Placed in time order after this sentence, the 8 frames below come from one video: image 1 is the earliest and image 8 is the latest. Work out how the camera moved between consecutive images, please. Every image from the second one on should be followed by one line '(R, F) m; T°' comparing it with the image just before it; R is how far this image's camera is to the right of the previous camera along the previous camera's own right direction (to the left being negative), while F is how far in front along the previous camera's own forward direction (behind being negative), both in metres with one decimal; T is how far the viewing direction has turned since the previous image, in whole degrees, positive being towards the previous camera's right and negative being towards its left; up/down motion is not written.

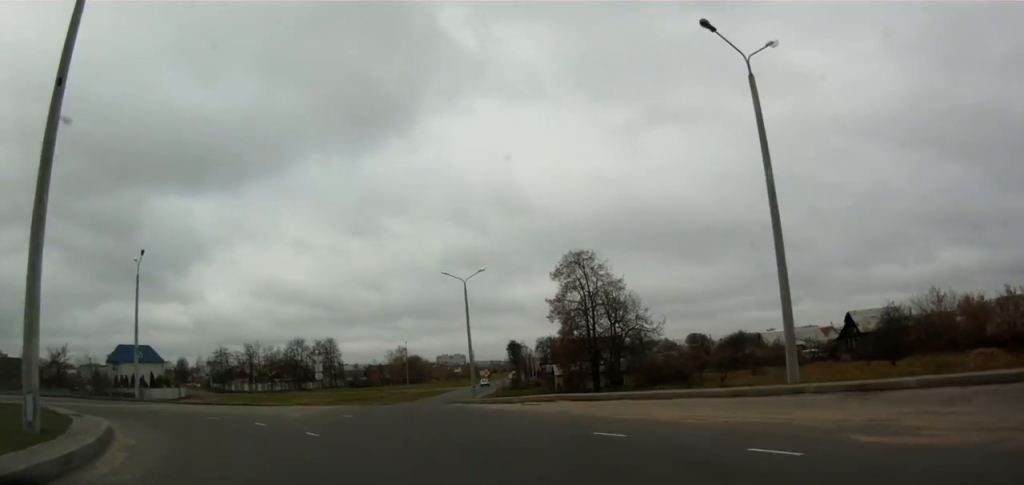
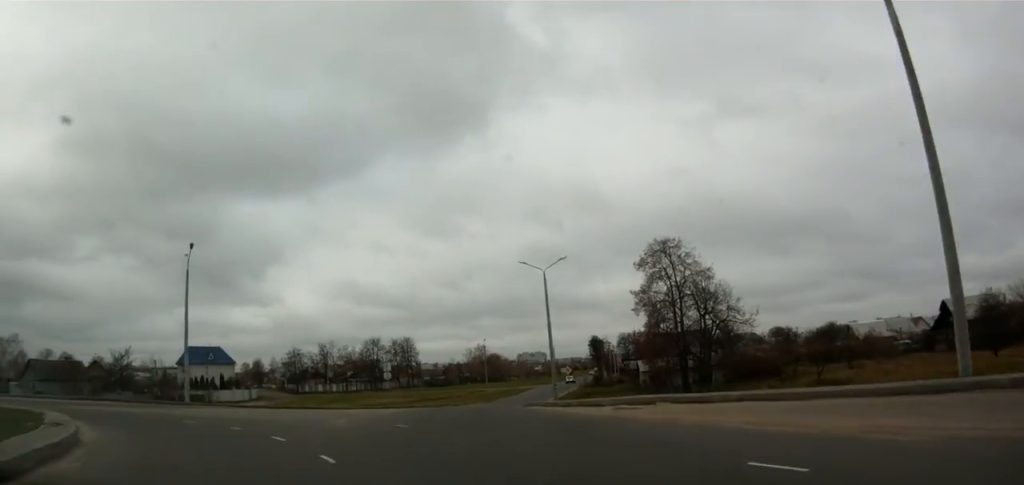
(-0.6, +4.6) m; -7°
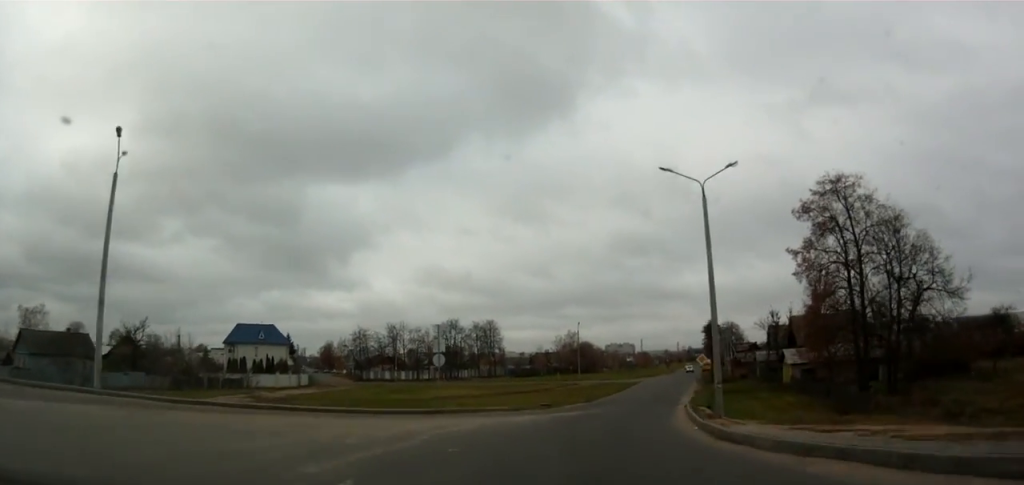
(-3.2, +20.1) m; -11°
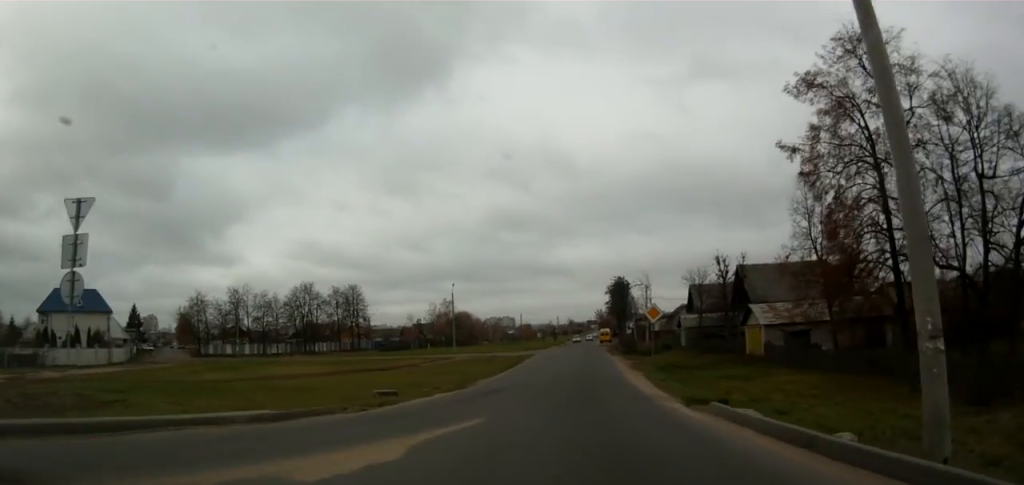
(+1.9, +21.3) m; +9°
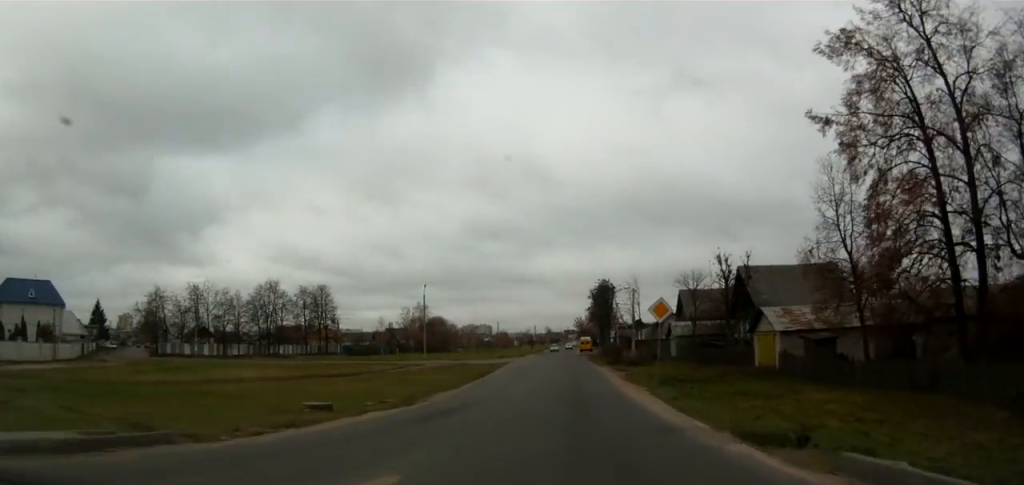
(0.0, +6.4) m; +2°
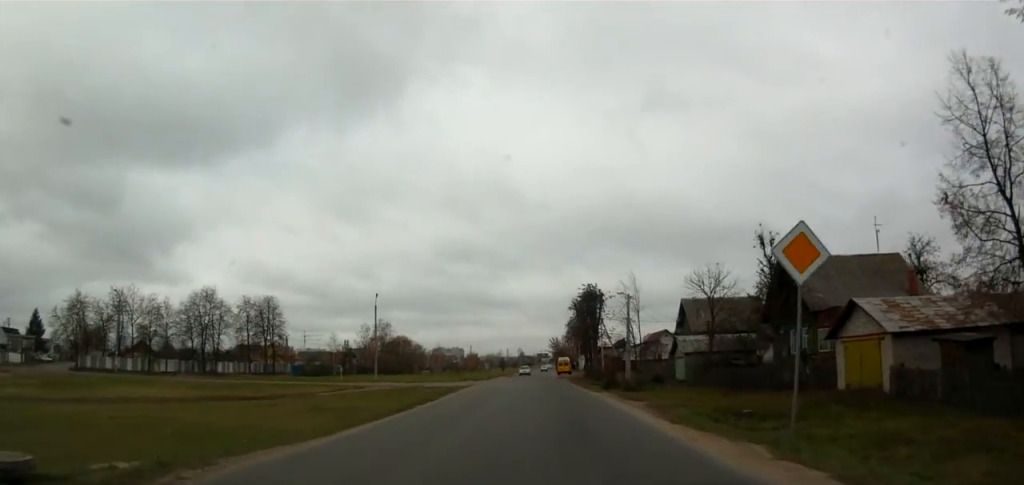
(+0.4, +14.1) m; +5°
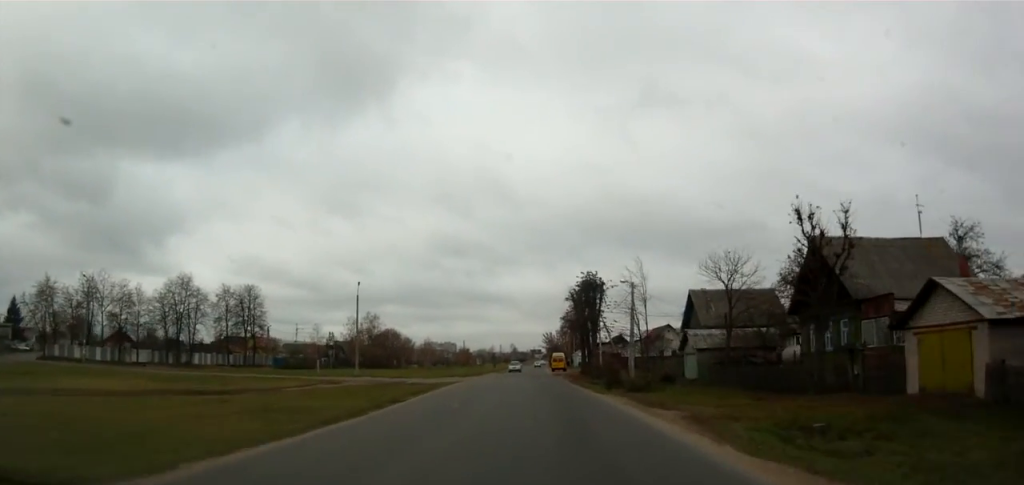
(+0.1, +5.5) m; +1°
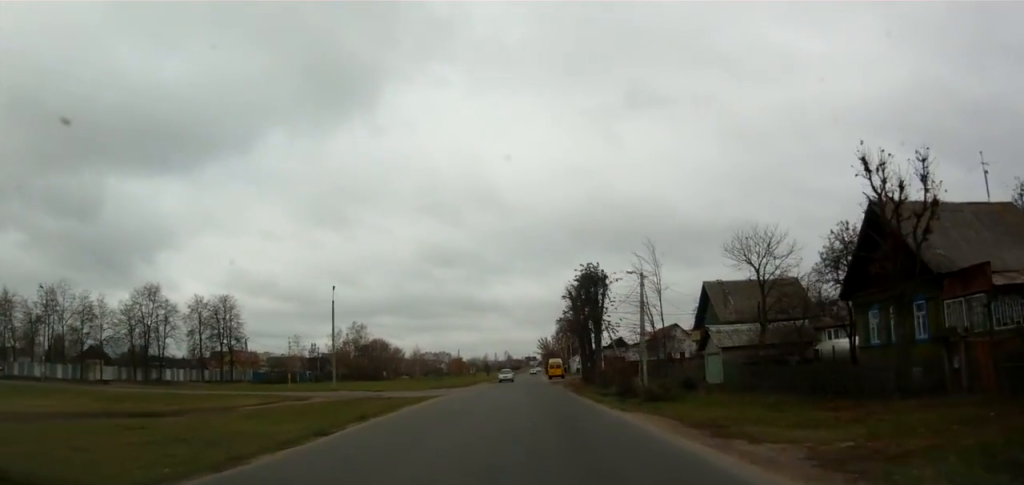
(+0.3, +7.4) m; 0°
